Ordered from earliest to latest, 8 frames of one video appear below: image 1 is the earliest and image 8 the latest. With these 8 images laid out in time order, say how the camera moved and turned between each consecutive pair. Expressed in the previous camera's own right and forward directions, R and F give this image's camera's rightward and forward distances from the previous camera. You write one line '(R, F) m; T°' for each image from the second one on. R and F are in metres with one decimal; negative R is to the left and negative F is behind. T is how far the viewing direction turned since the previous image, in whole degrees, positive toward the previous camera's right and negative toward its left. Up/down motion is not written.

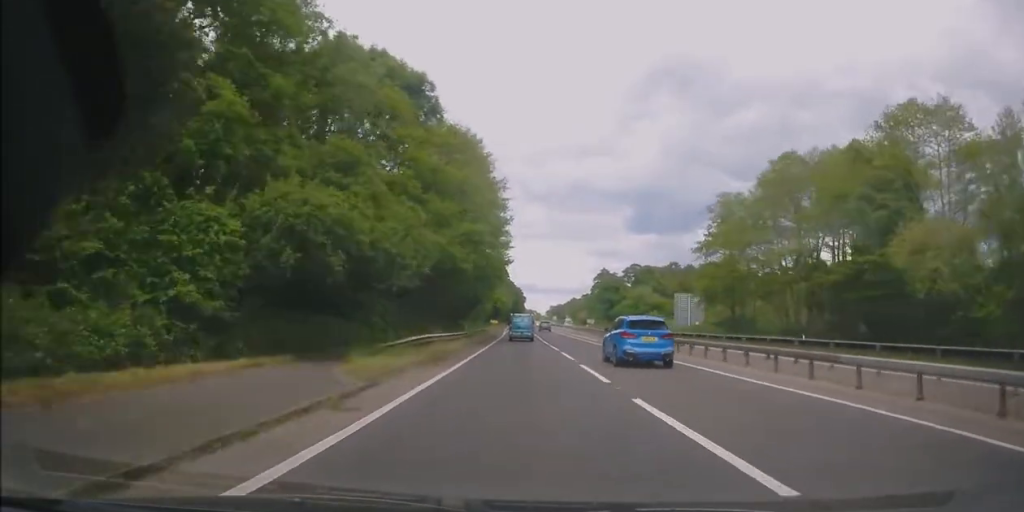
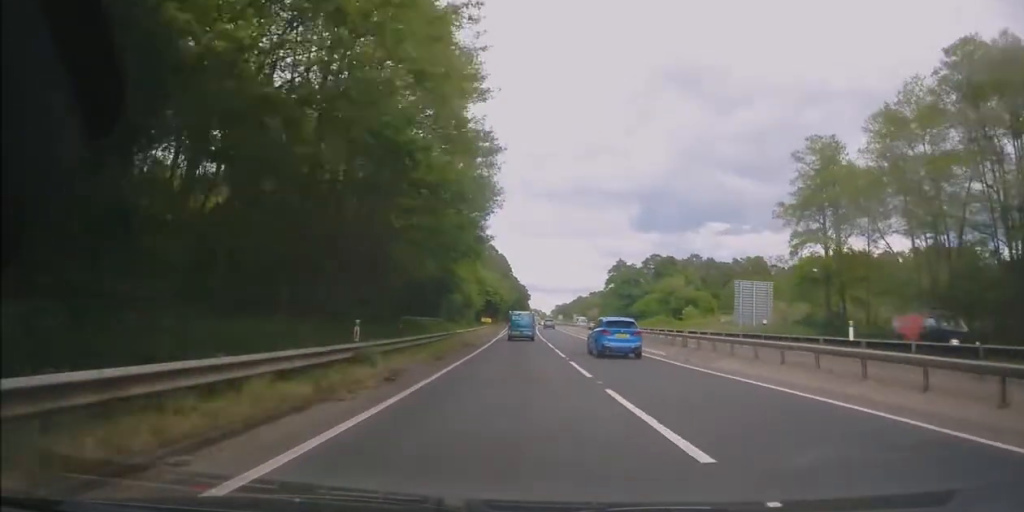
(-0.4, +25.0) m; -1°
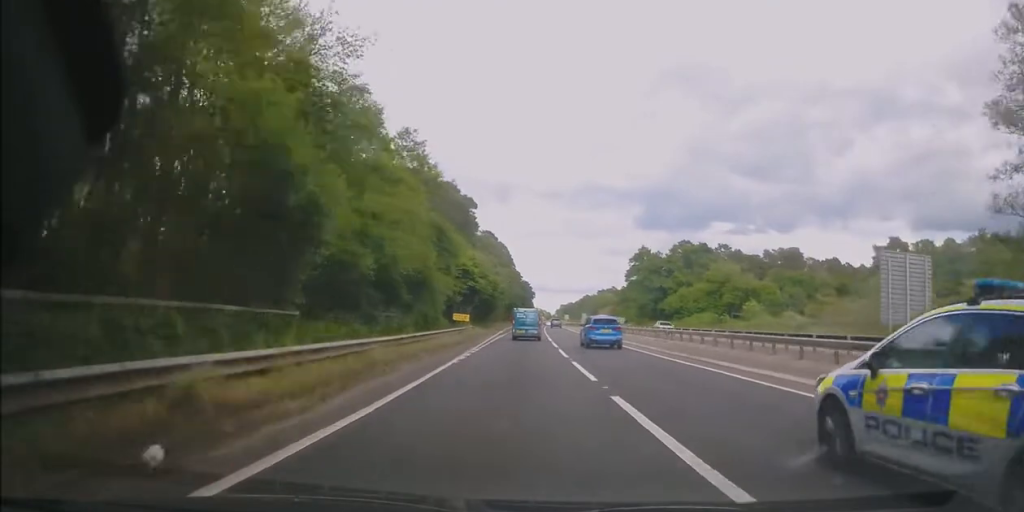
(0.0, +28.1) m; -1°
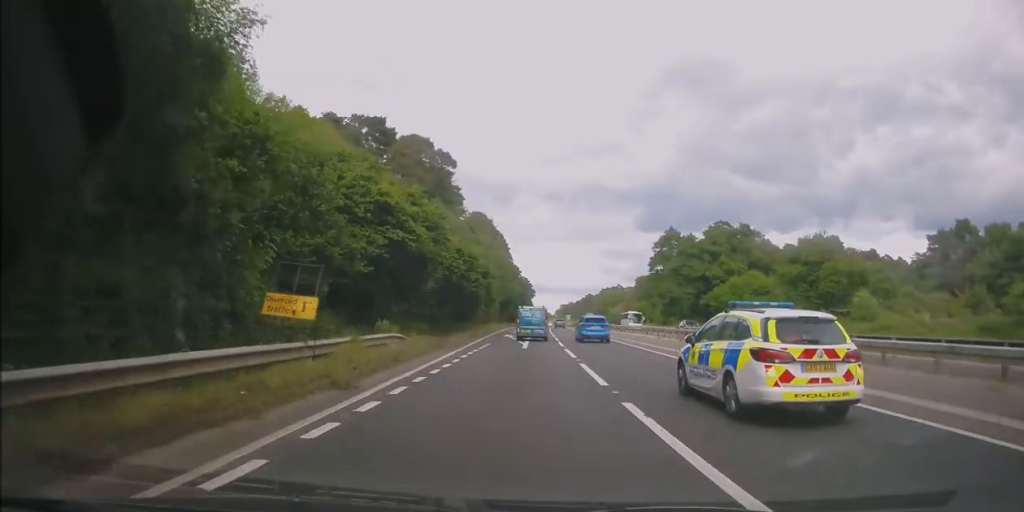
(-0.2, +27.5) m; 0°
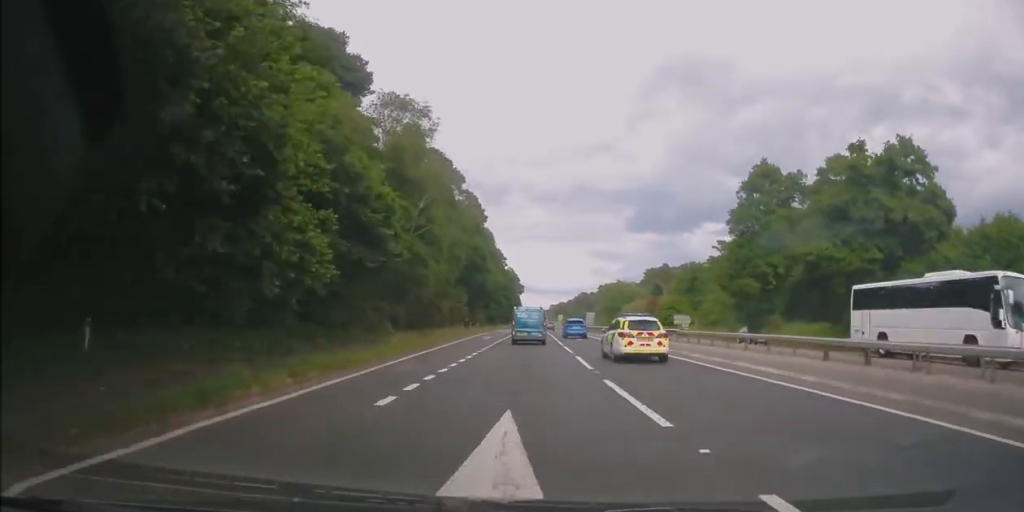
(+0.9, +49.4) m; +2°
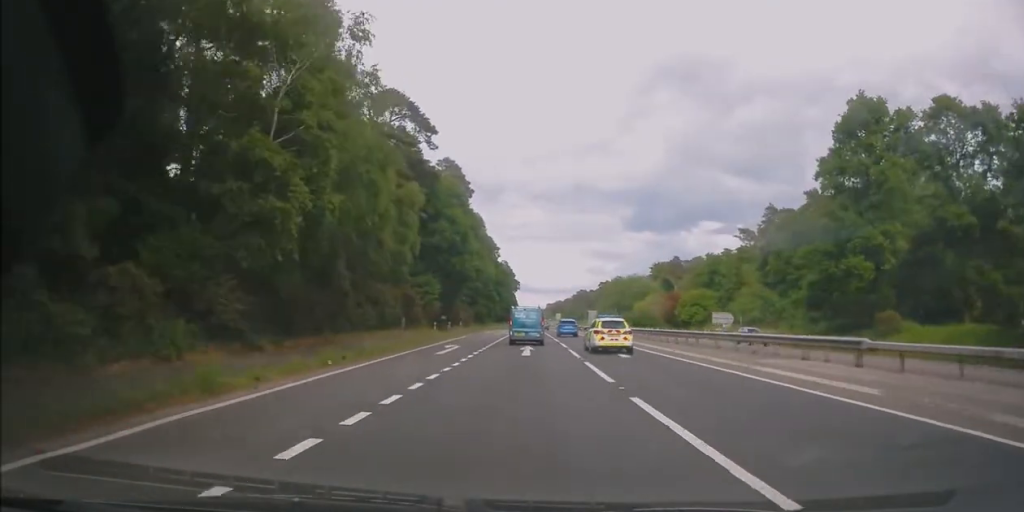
(+0.1, +21.4) m; +1°
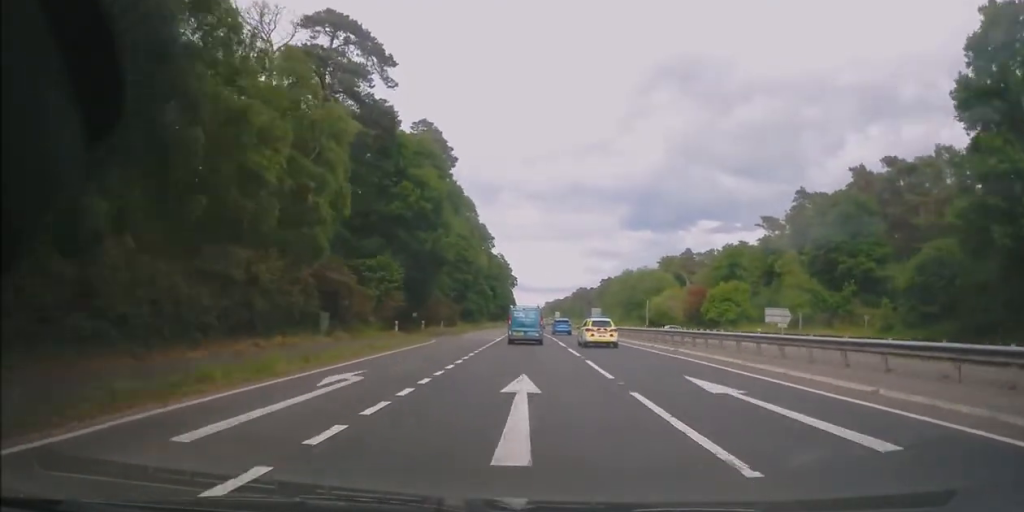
(+0.3, +17.3) m; 0°
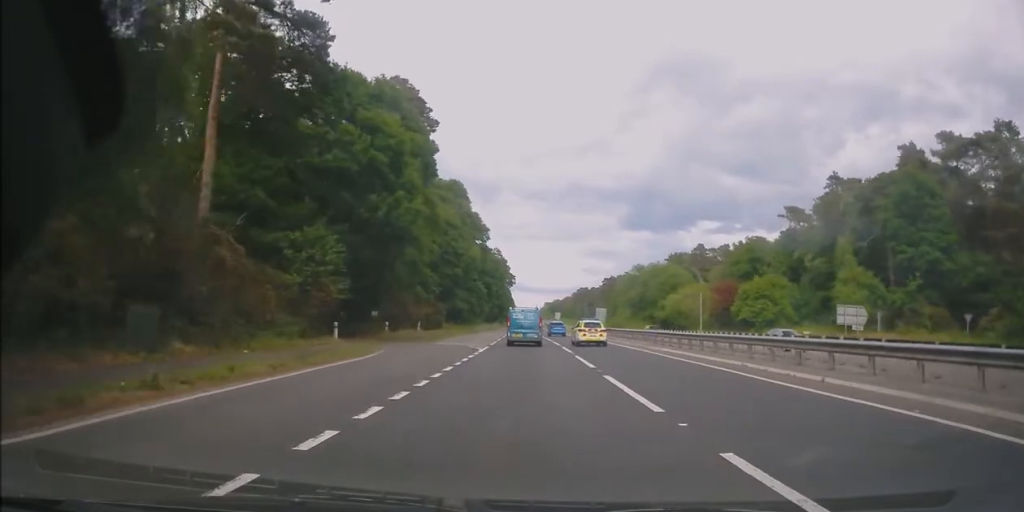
(-0.4, +14.1) m; -1°
